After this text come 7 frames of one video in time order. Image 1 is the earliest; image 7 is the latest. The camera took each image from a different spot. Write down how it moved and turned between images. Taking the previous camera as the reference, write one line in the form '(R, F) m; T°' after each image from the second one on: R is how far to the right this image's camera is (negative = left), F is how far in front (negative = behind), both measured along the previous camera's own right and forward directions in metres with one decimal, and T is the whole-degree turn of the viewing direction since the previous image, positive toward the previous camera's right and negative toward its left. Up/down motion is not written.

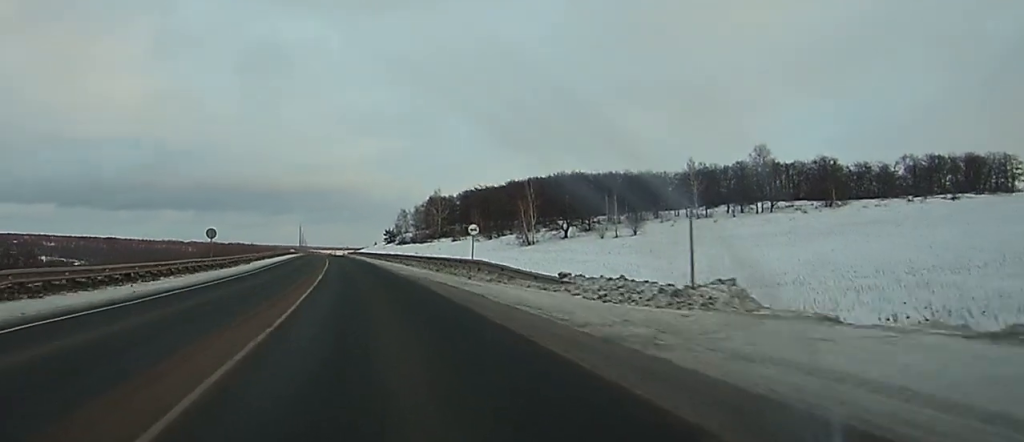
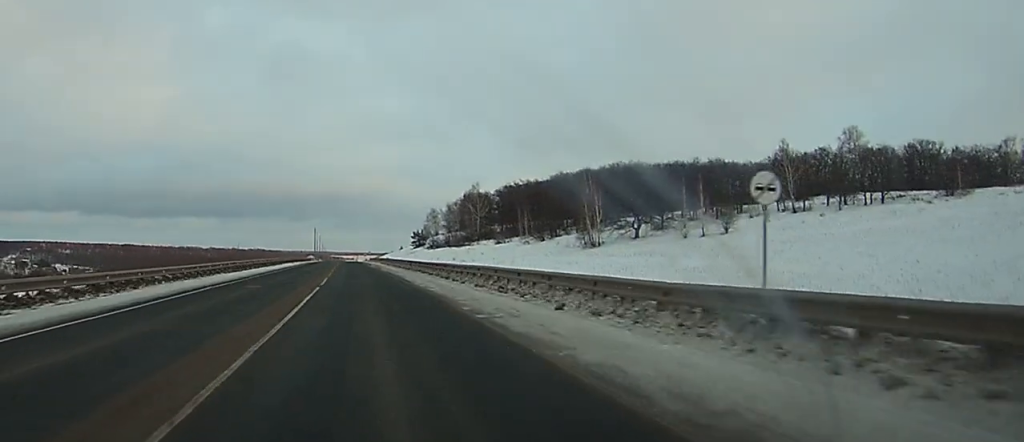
(-0.5, +40.9) m; -2°
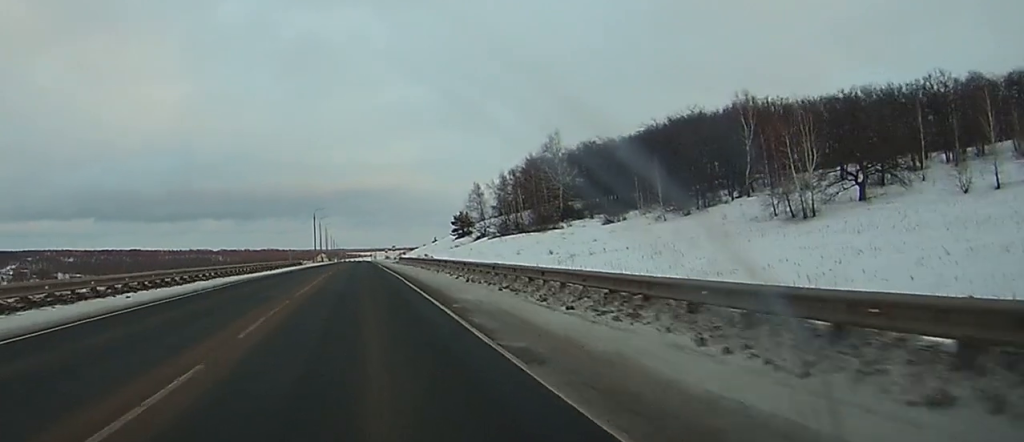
(-1.5, +80.2) m; -1°
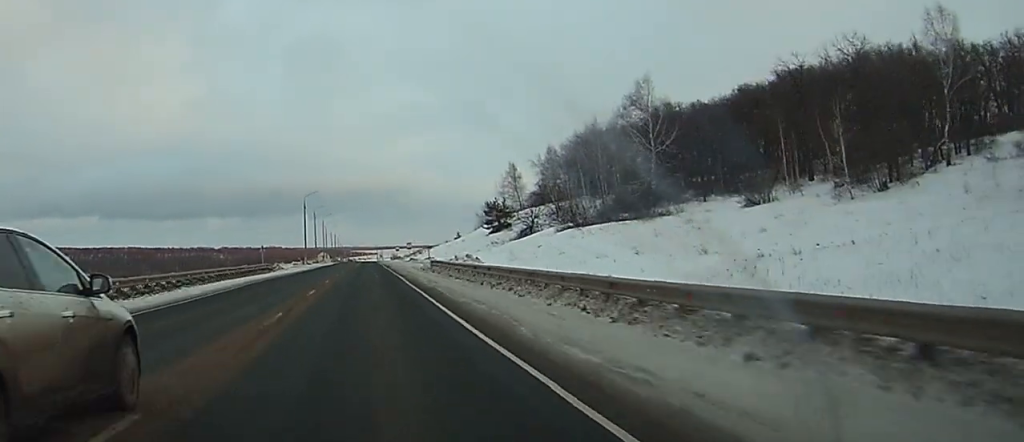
(0.0, +45.9) m; 0°
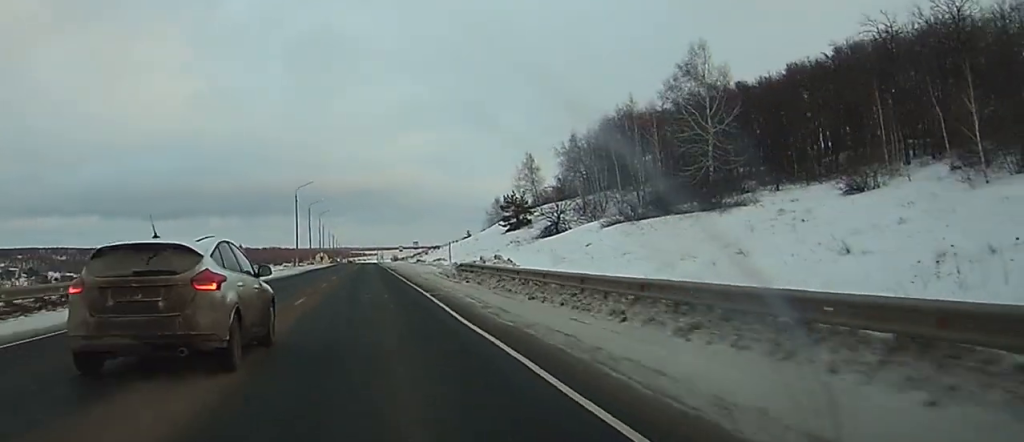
(0.0, +17.4) m; 0°
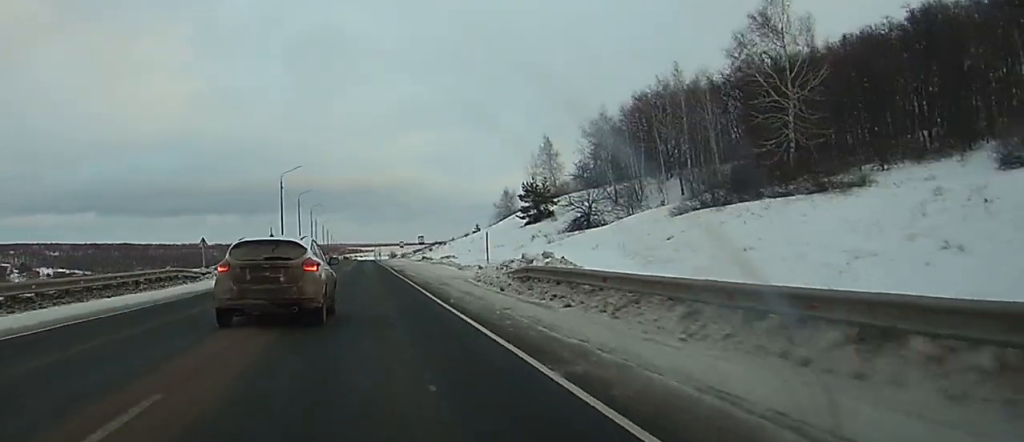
(-0.1, +17.2) m; 0°
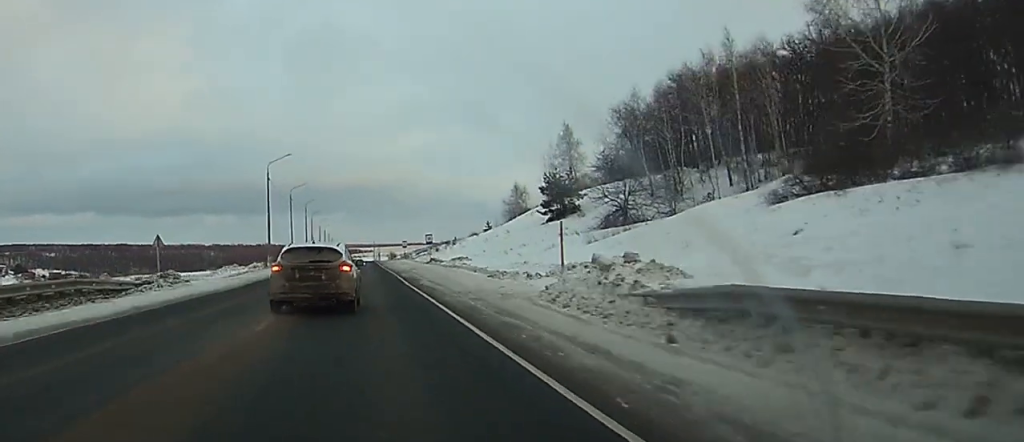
(-0.1, +13.5) m; 0°
